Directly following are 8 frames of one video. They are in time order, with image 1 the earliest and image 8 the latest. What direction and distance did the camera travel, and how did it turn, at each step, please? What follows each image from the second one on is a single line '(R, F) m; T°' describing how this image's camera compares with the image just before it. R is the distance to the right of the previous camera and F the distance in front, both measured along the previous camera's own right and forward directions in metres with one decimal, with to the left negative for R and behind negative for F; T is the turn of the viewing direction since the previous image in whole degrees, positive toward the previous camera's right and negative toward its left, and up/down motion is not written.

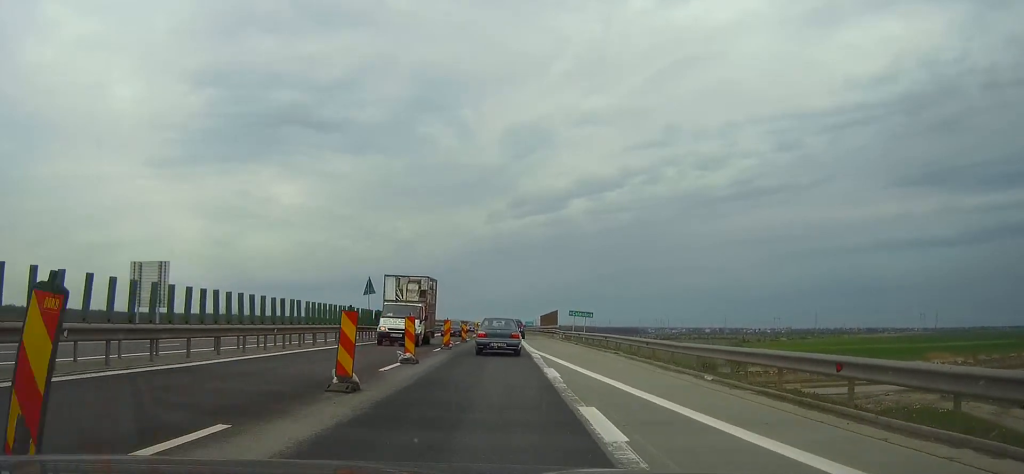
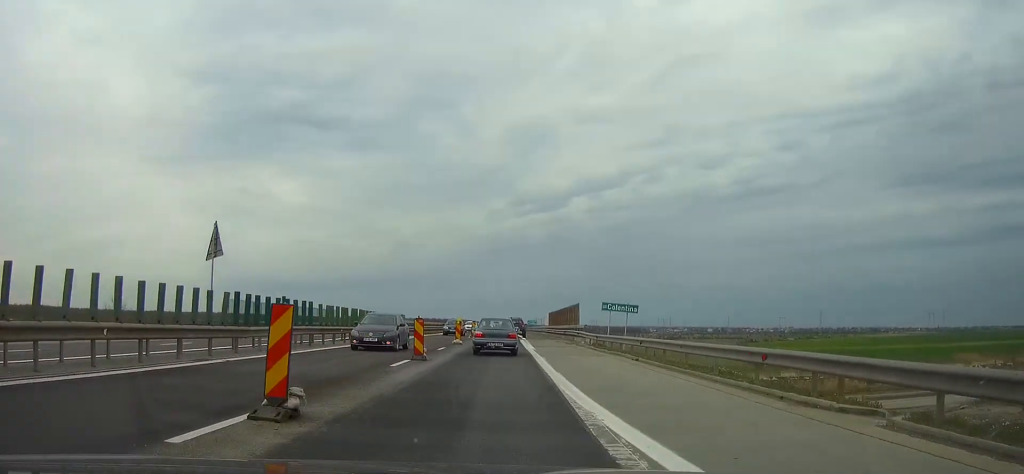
(-0.2, +22.5) m; 0°
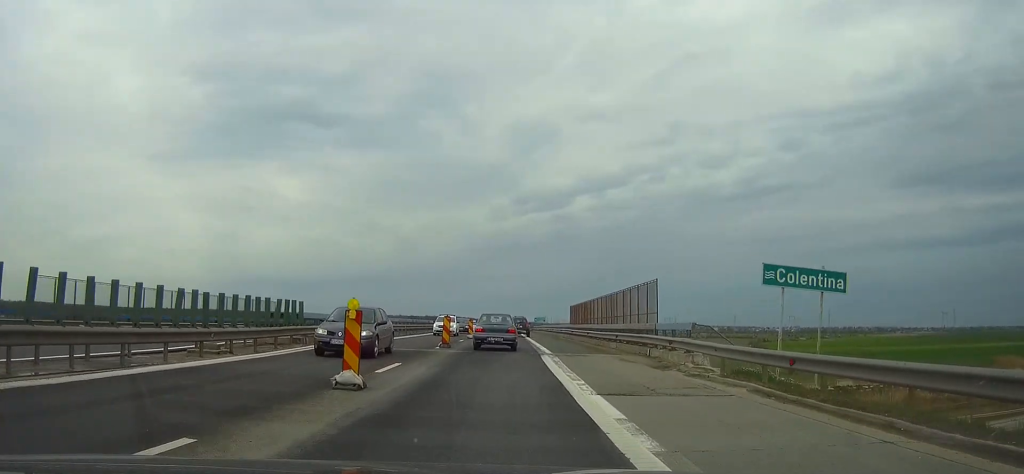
(+0.2, +27.1) m; 0°
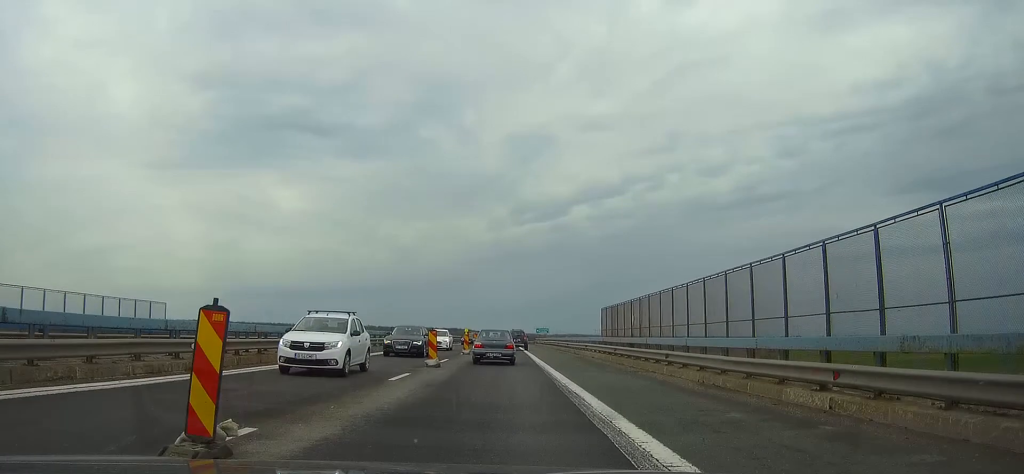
(0.0, +22.9) m; 0°
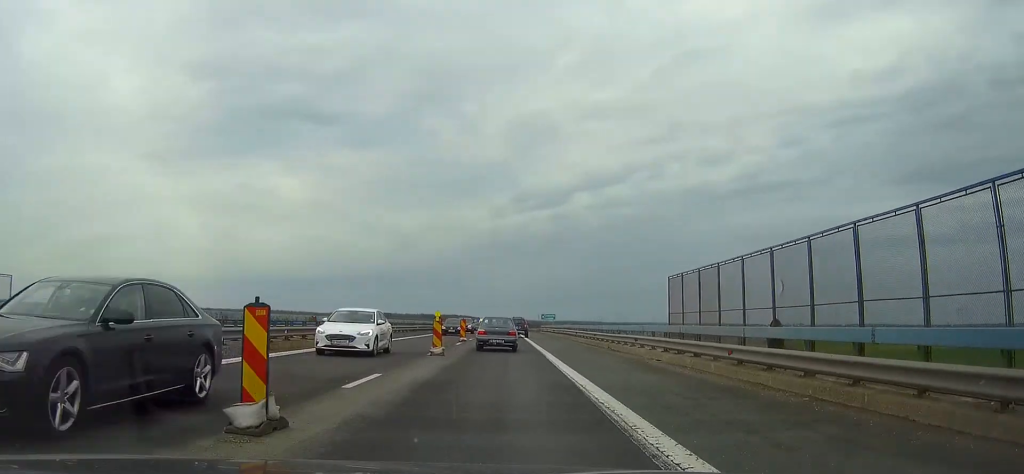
(0.0, +17.3) m; 0°
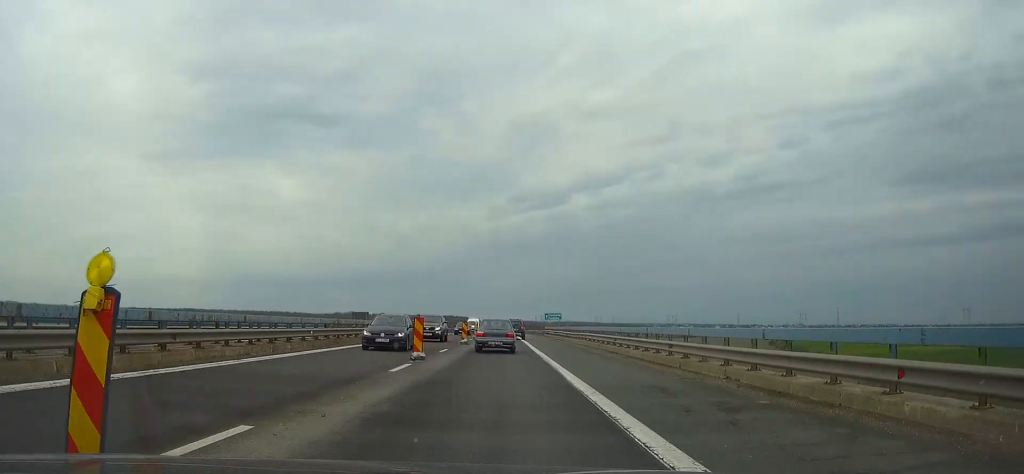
(0.0, +19.7) m; 0°
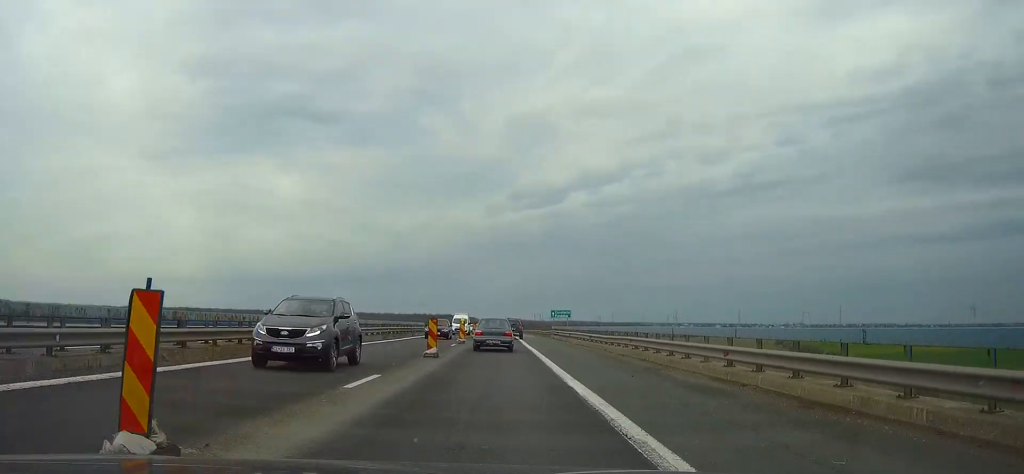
(0.0, +16.5) m; 0°
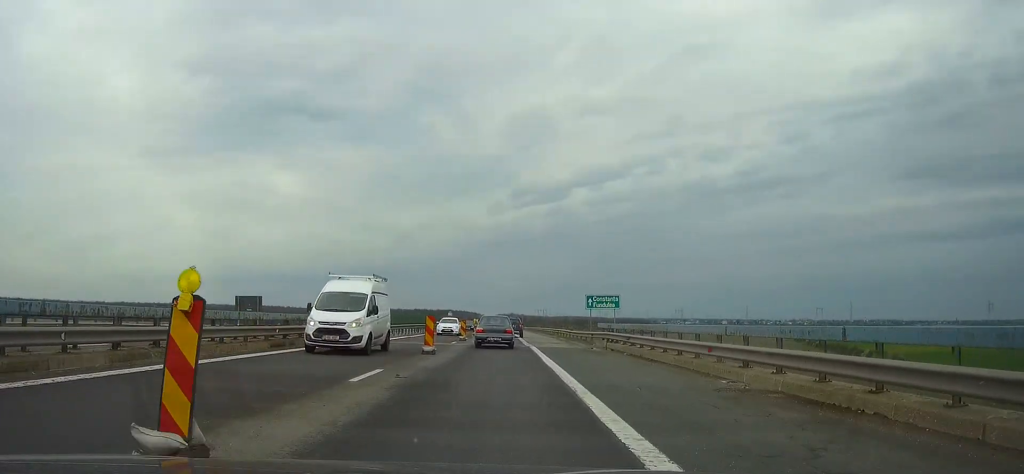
(0.0, +35.5) m; 0°
